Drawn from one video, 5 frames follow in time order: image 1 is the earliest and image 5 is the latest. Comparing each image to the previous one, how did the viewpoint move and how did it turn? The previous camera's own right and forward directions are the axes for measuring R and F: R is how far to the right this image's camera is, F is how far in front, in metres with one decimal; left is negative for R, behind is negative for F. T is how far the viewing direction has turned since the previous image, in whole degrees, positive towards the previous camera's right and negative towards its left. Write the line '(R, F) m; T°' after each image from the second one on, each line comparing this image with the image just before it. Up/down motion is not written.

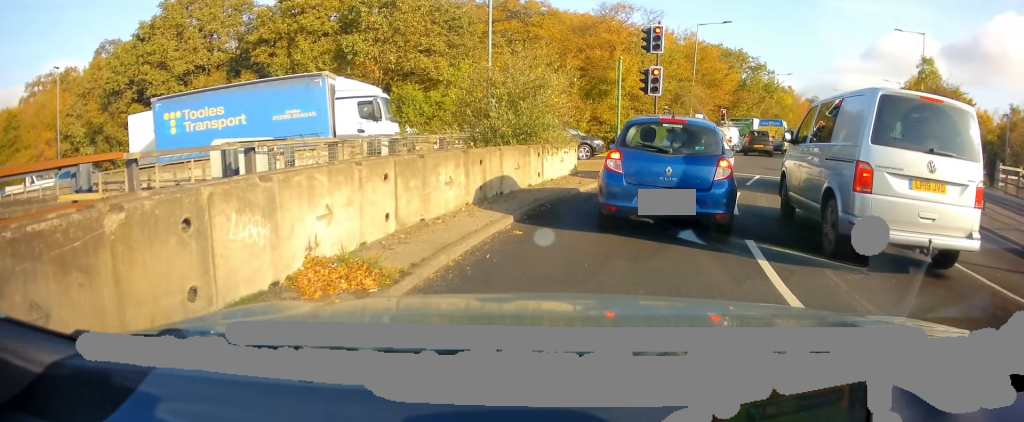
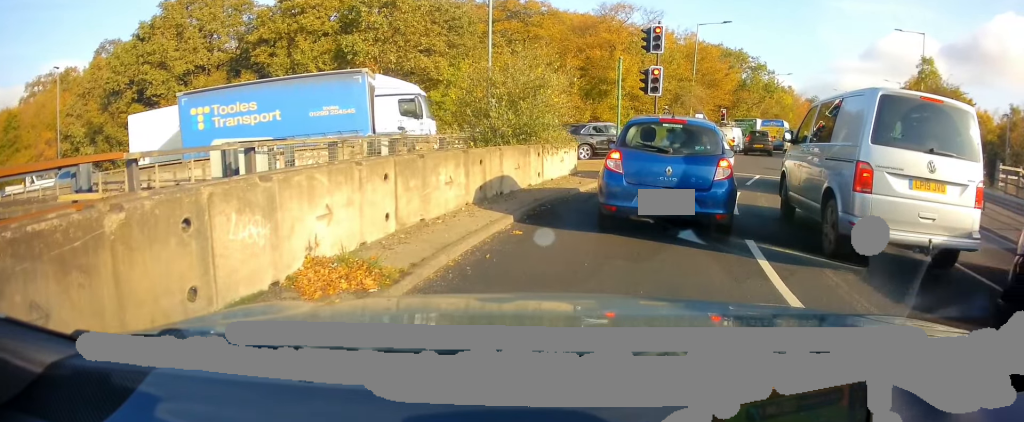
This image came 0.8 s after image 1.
(0.0, 0.0) m; 0°
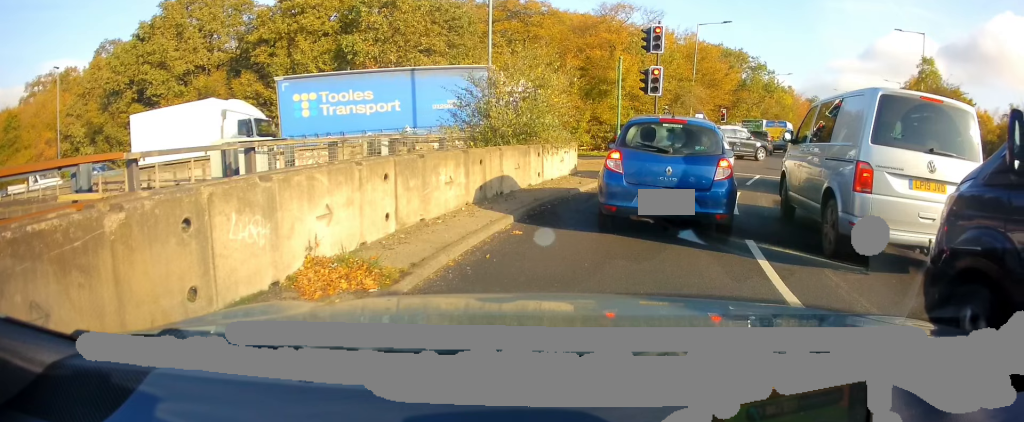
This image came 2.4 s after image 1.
(0.0, 0.0) m; 0°
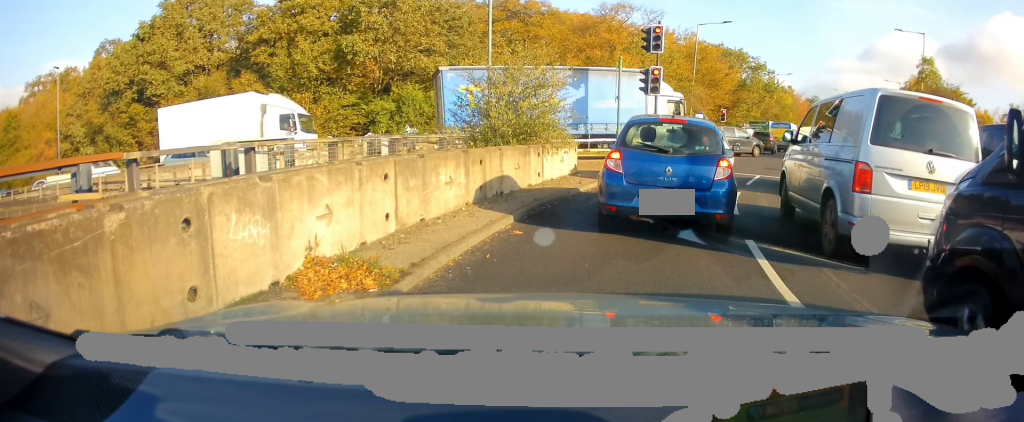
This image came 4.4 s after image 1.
(0.0, 0.0) m; 0°
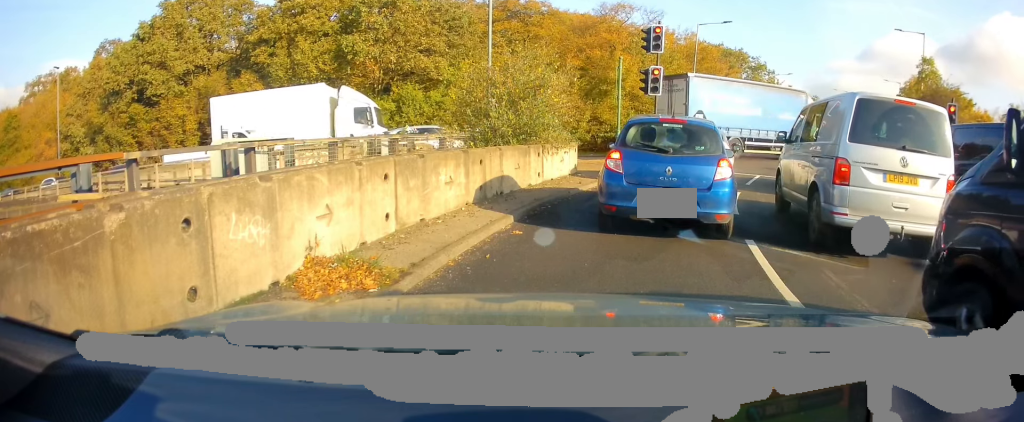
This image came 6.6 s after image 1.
(0.0, 0.0) m; 0°
